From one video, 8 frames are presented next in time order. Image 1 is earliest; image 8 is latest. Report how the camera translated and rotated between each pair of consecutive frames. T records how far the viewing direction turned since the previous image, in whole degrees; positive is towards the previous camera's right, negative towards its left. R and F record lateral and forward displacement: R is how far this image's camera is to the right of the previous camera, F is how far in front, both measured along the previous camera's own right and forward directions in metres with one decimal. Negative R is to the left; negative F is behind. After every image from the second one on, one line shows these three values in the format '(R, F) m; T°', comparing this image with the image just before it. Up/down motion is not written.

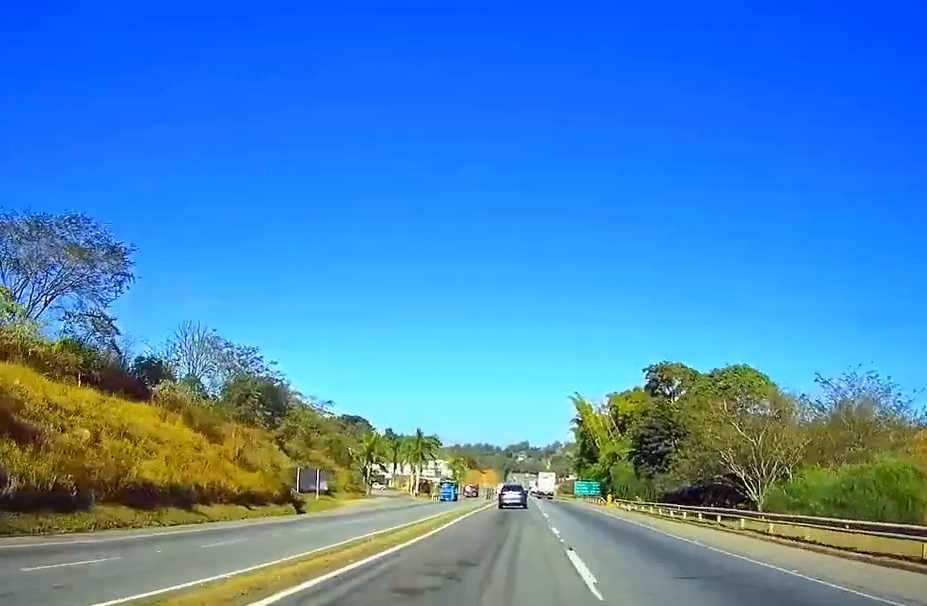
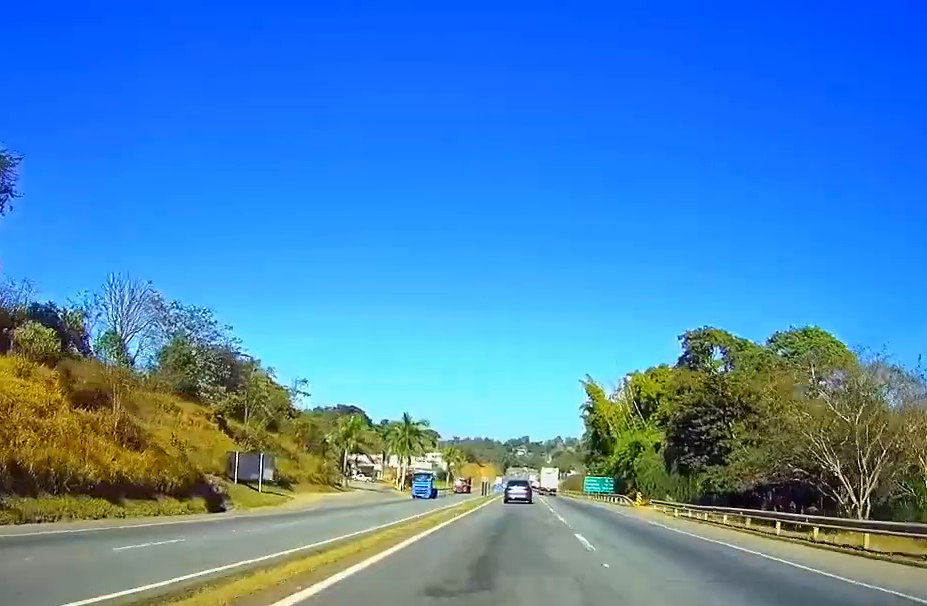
(-0.2, +19.9) m; 0°
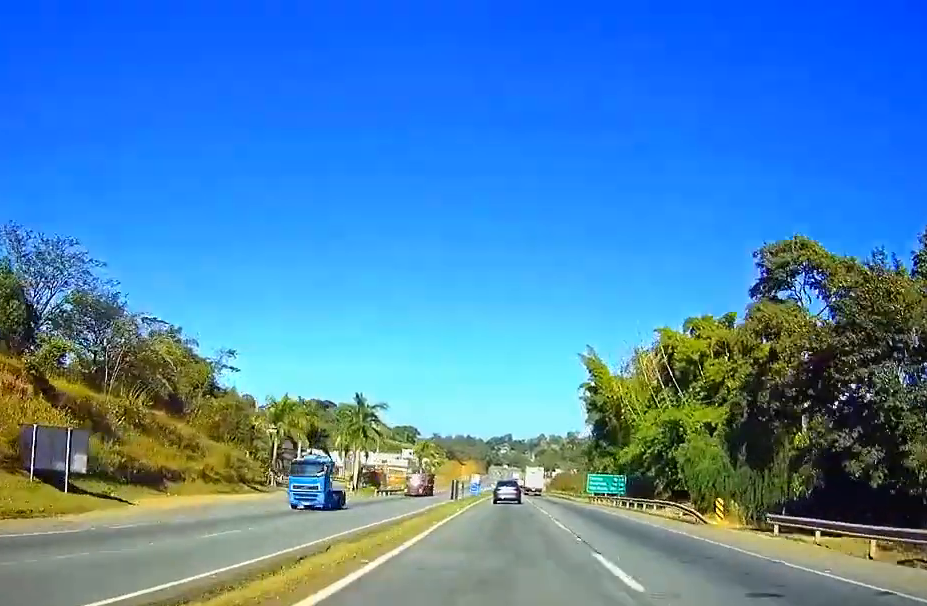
(+0.4, +28.9) m; +1°
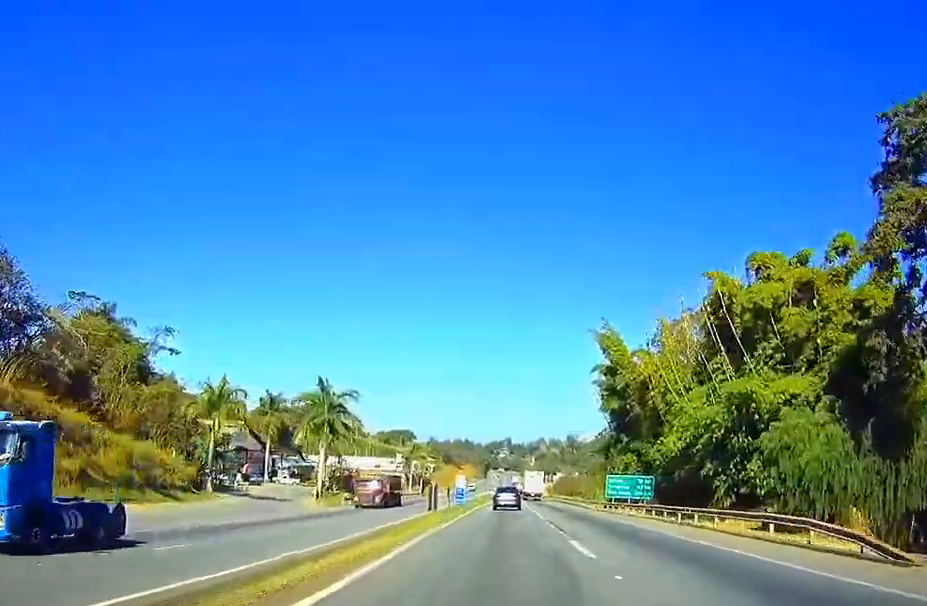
(0.0, +19.9) m; 0°
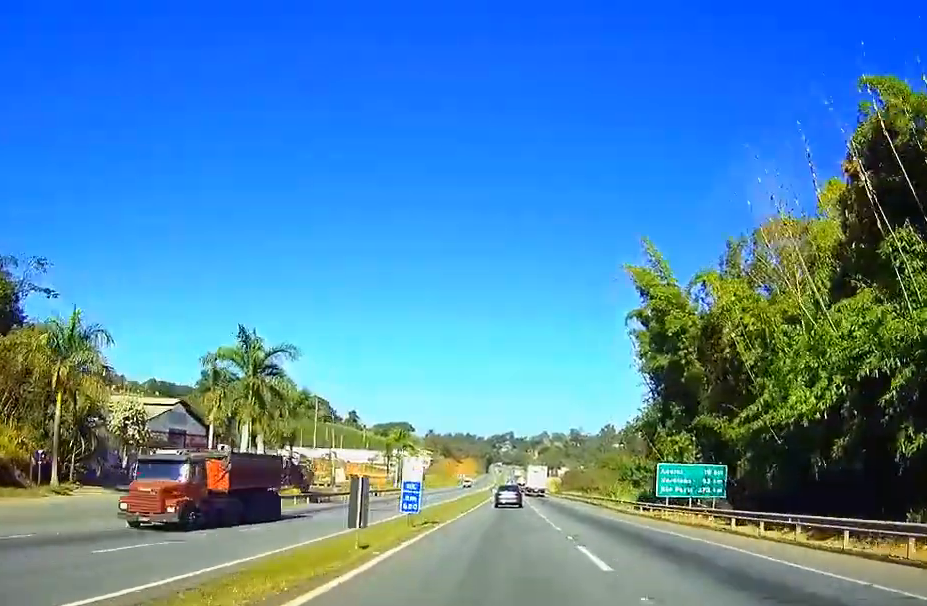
(0.0, +26.8) m; 0°
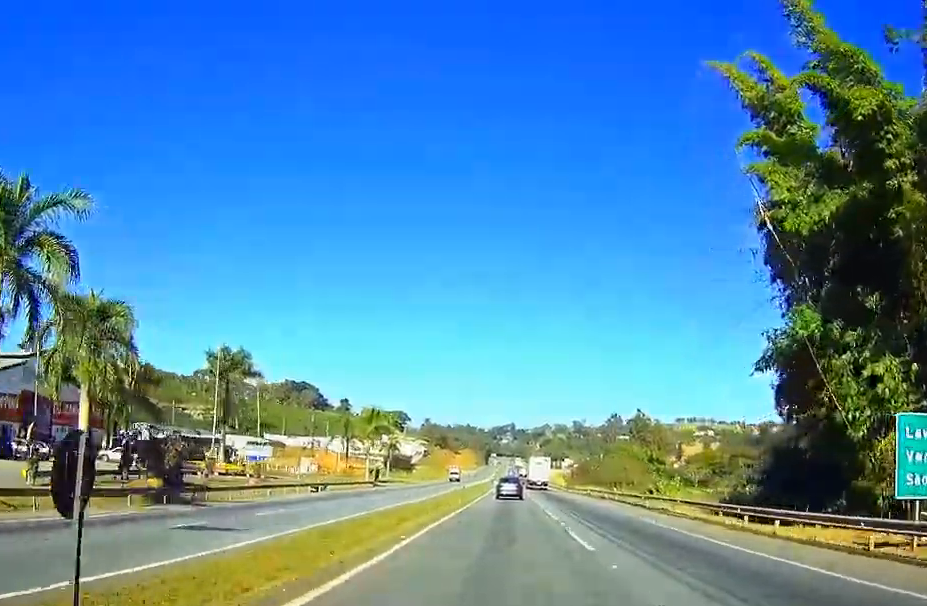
(0.0, +33.6) m; 0°
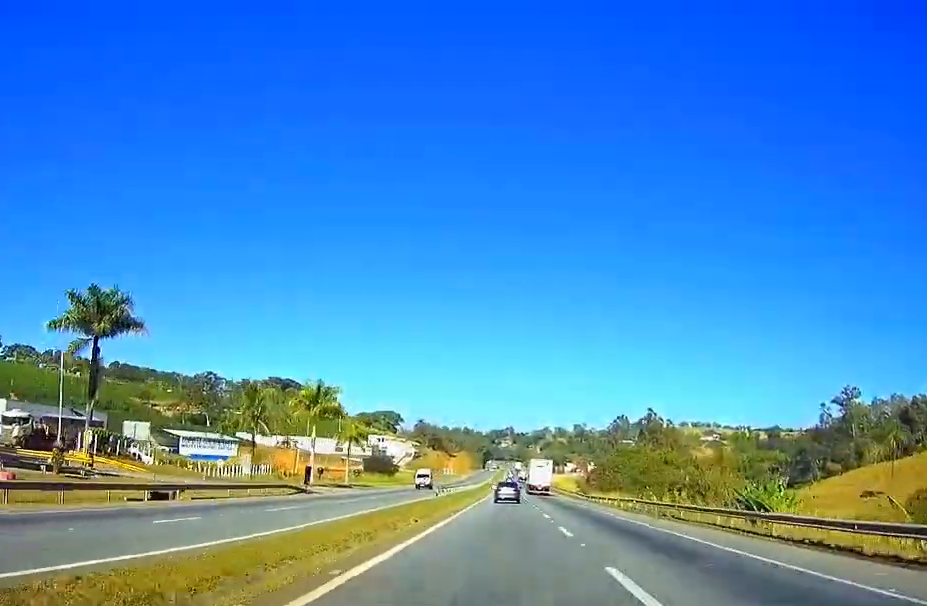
(0.0, +35.4) m; 0°
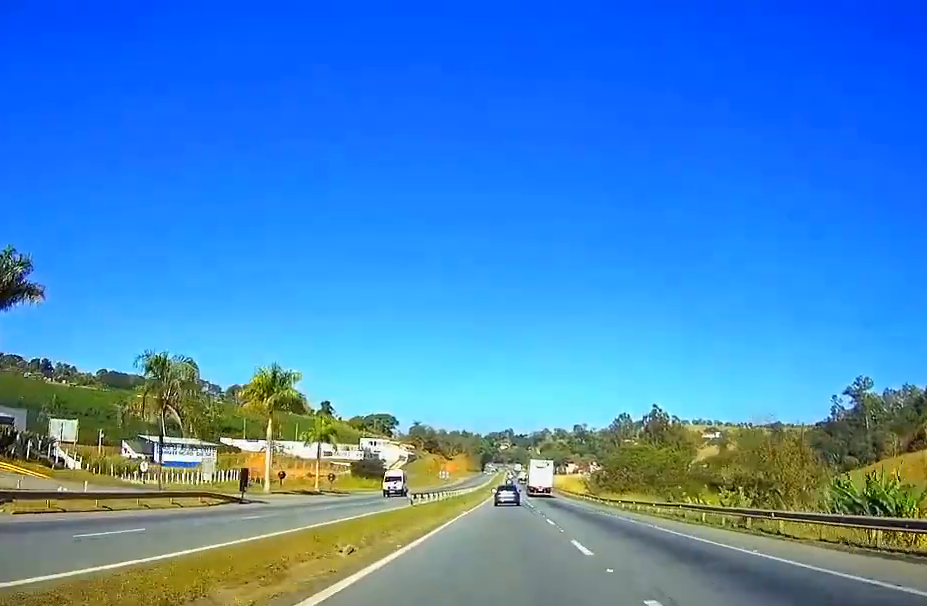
(0.0, +16.9) m; 0°
